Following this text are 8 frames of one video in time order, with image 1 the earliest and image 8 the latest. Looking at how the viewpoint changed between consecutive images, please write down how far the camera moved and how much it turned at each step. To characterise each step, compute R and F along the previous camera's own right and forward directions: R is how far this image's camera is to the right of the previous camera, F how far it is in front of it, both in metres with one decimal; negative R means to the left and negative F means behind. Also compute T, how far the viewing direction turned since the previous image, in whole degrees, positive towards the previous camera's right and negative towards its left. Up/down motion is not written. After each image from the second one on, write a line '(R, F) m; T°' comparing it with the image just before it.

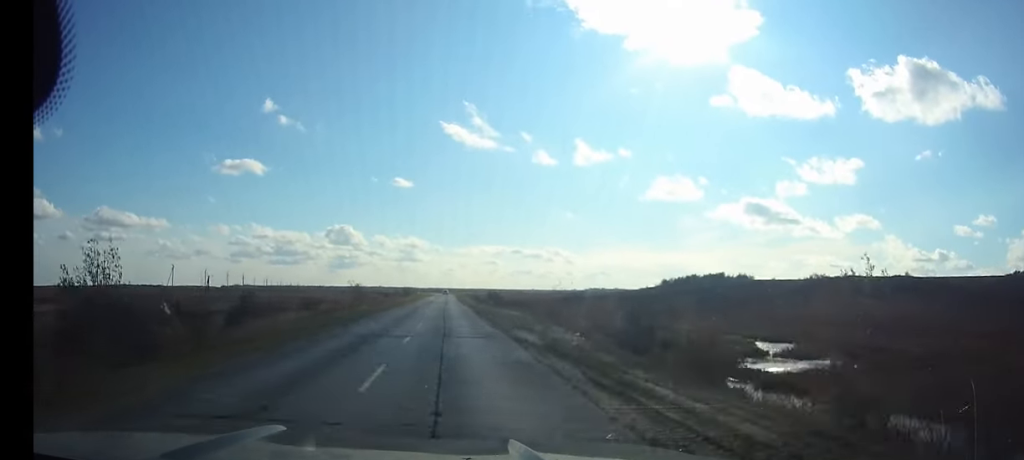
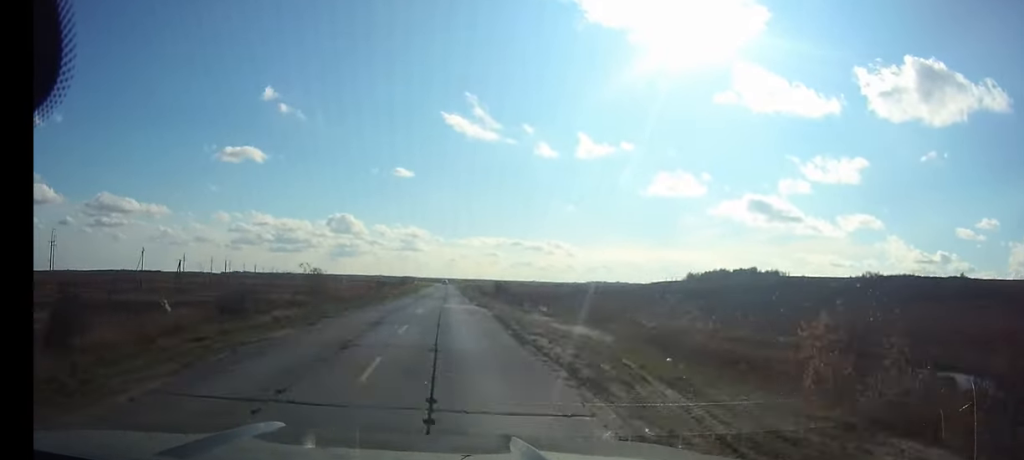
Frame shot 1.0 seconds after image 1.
(0.0, +22.0) m; 0°
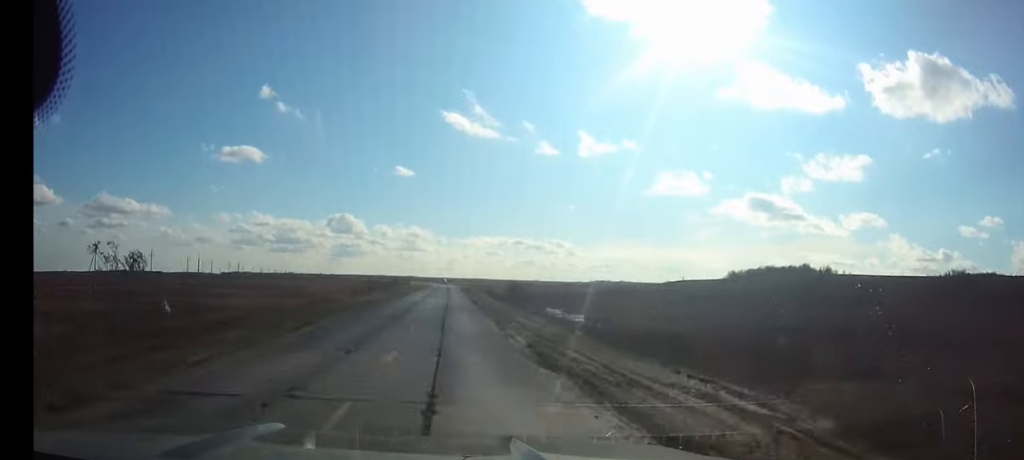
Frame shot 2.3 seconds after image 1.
(0.0, +28.9) m; 0°
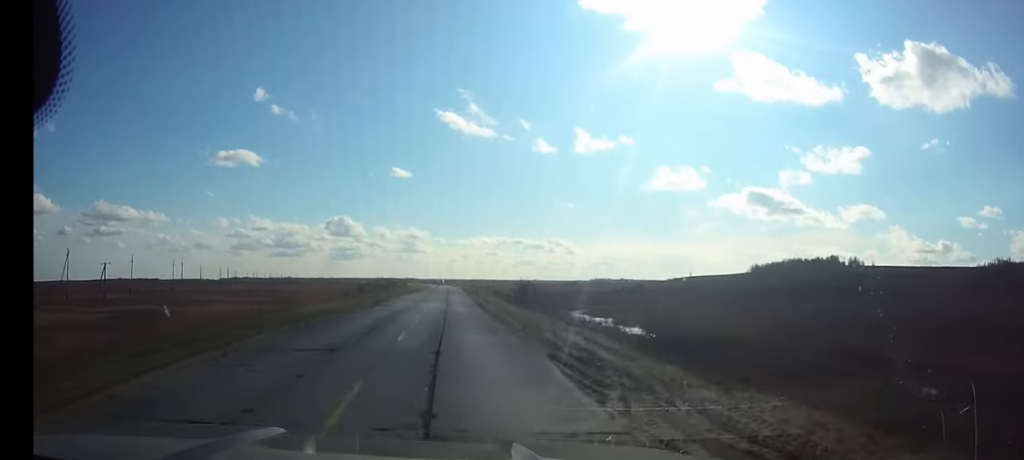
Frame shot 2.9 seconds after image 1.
(0.0, +14.5) m; 0°
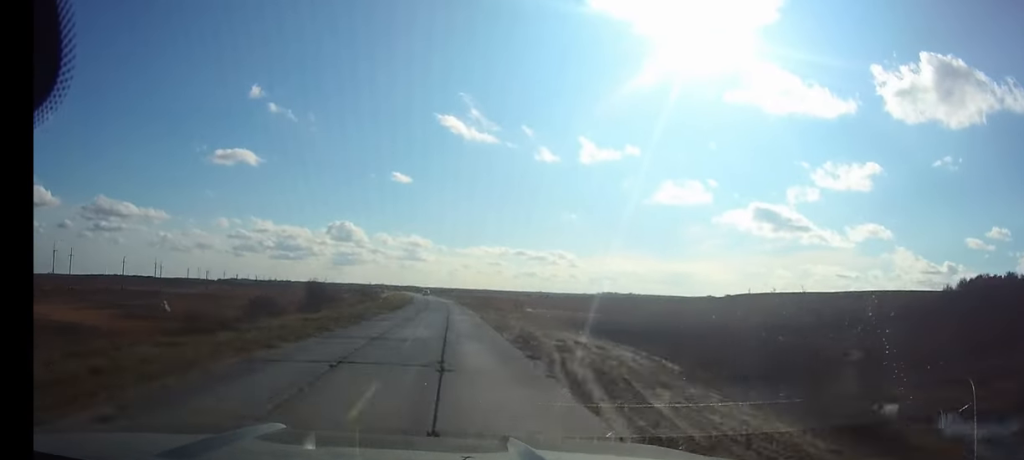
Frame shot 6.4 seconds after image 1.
(-0.3, +77.5) m; 0°
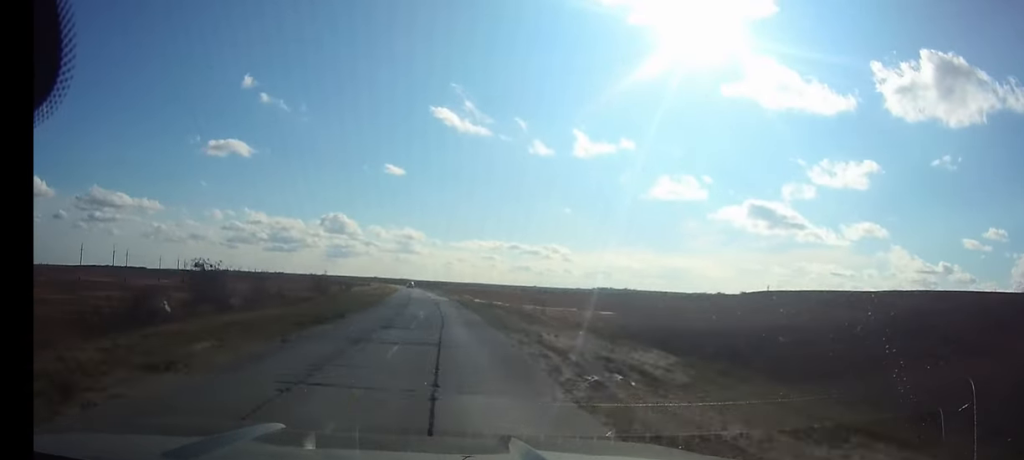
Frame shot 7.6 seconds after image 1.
(0.0, +29.0) m; -1°
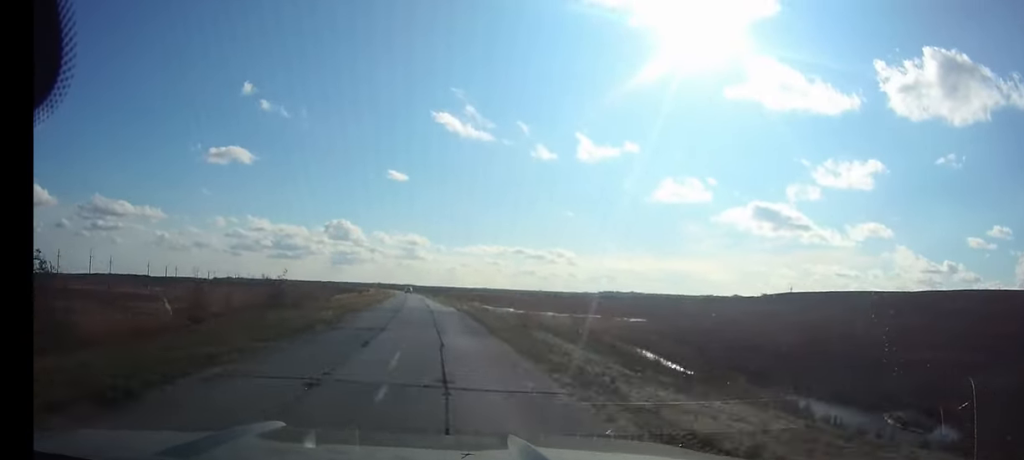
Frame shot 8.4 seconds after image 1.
(0.0, +18.1) m; -1°
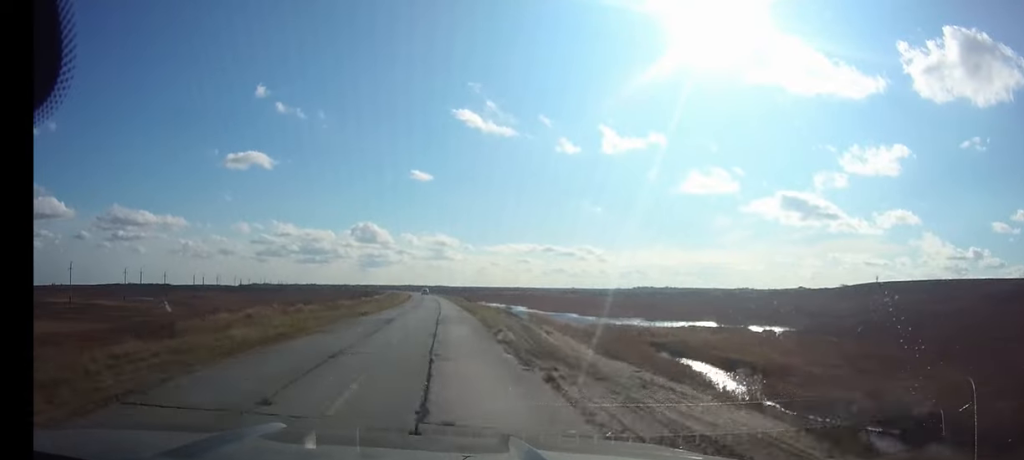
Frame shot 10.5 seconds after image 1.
(-0.9, +46.2) m; -2°
